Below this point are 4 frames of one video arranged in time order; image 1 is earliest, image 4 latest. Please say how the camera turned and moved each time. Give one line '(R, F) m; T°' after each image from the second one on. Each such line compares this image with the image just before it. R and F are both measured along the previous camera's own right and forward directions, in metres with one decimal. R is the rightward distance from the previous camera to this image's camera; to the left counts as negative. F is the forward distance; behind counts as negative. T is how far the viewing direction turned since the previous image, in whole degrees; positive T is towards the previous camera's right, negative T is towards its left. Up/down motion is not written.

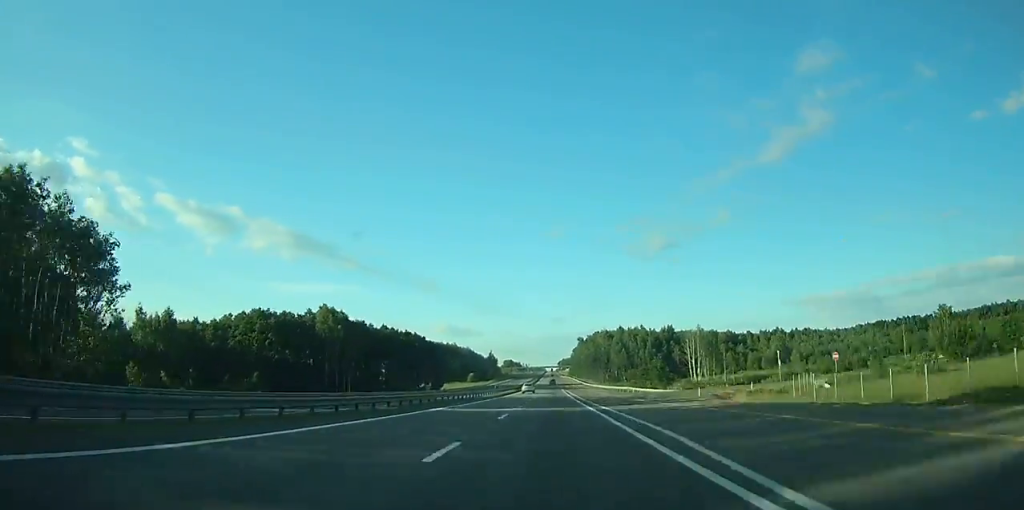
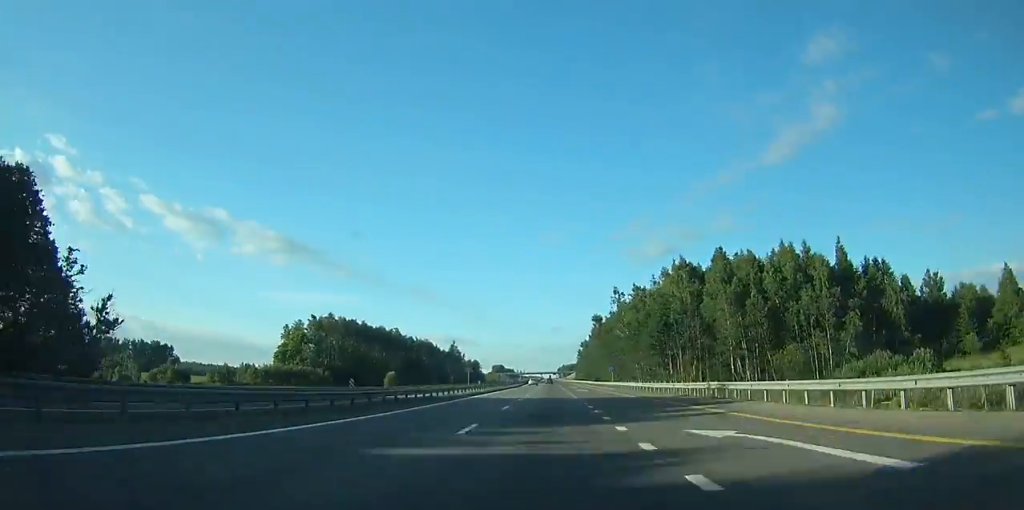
(-0.1, +144.5) m; 0°
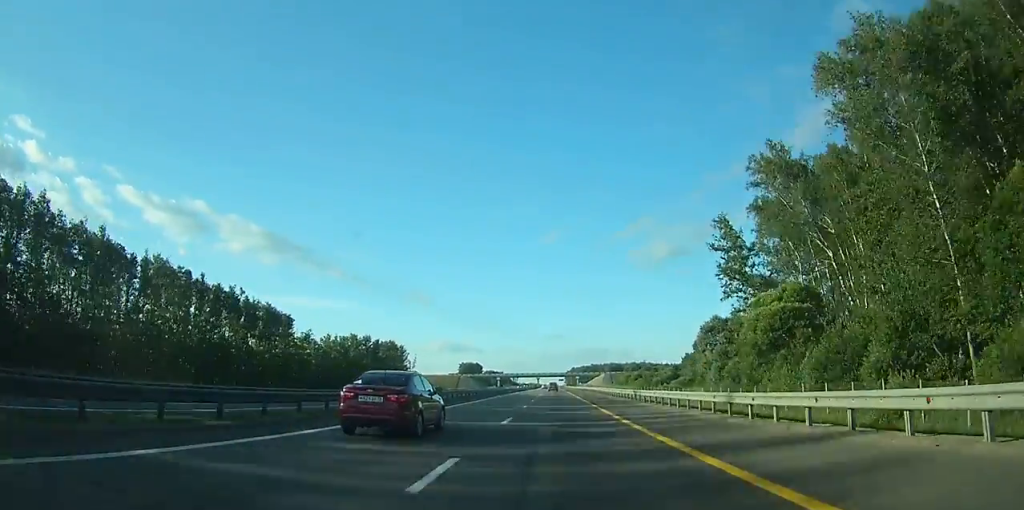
(-0.5, +280.6) m; 0°
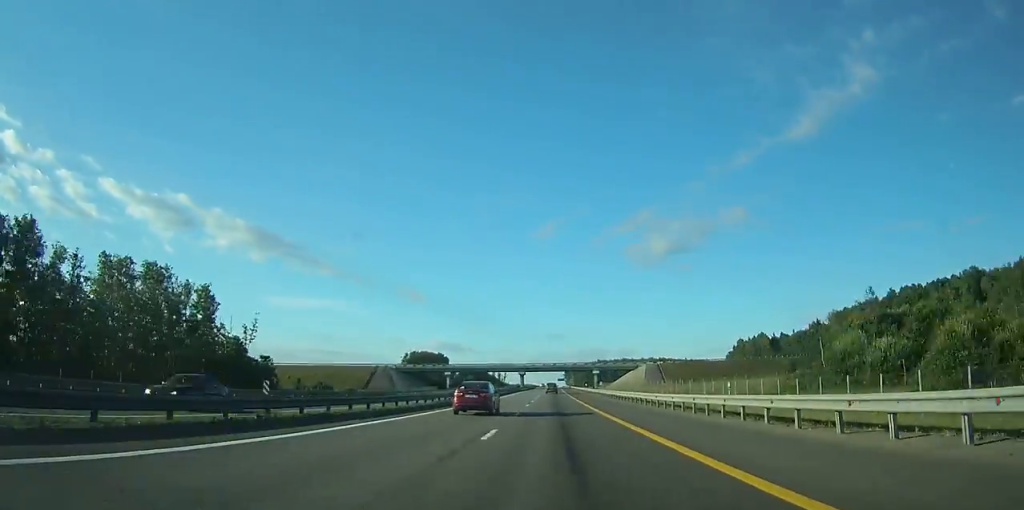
(+0.2, +149.8) m; 0°
